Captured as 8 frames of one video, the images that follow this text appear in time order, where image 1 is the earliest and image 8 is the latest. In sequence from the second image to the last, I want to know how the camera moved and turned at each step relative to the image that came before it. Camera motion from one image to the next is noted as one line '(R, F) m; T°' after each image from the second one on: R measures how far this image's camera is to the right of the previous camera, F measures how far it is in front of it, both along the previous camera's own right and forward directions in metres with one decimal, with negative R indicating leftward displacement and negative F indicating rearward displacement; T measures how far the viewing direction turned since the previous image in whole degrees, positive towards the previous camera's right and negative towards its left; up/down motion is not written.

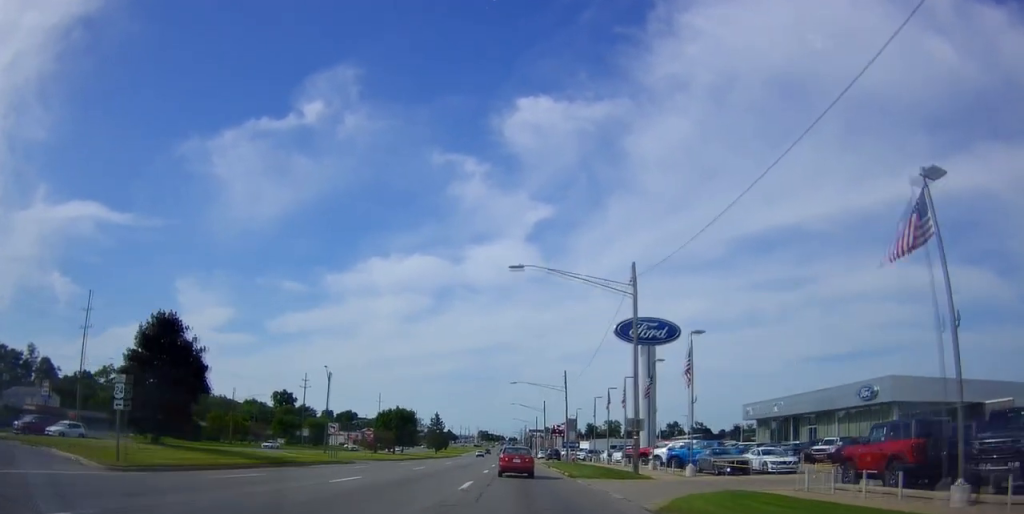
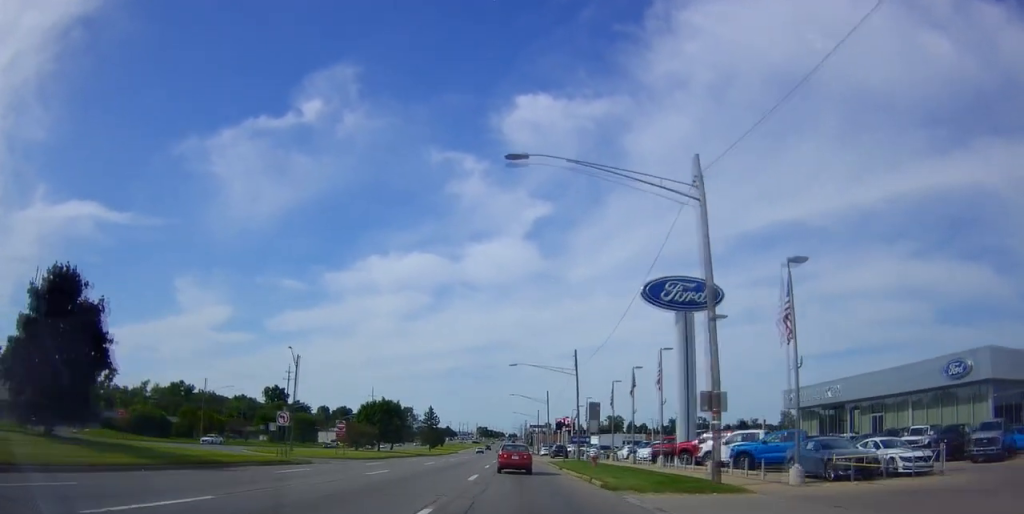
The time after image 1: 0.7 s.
(+0.1, +11.3) m; -2°
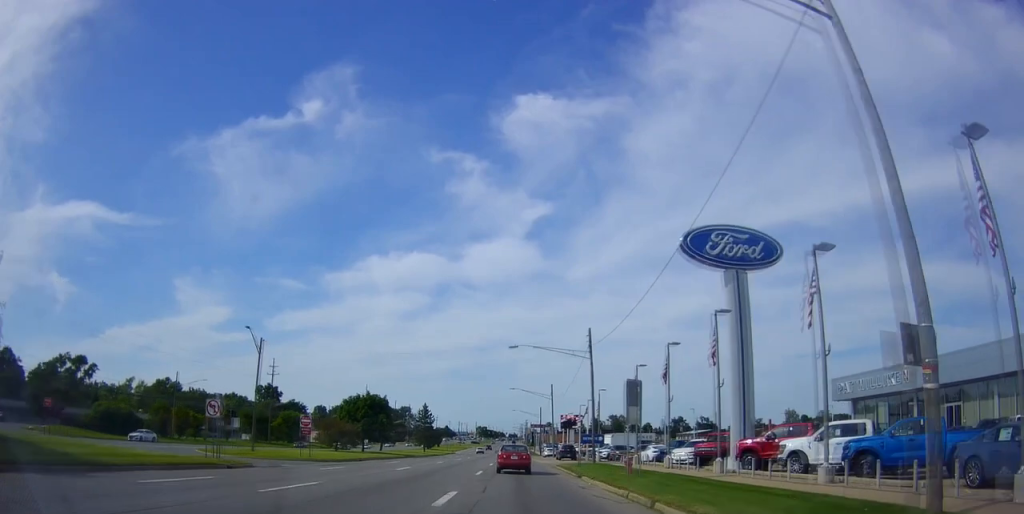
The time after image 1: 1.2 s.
(-0.4, +9.8) m; 0°
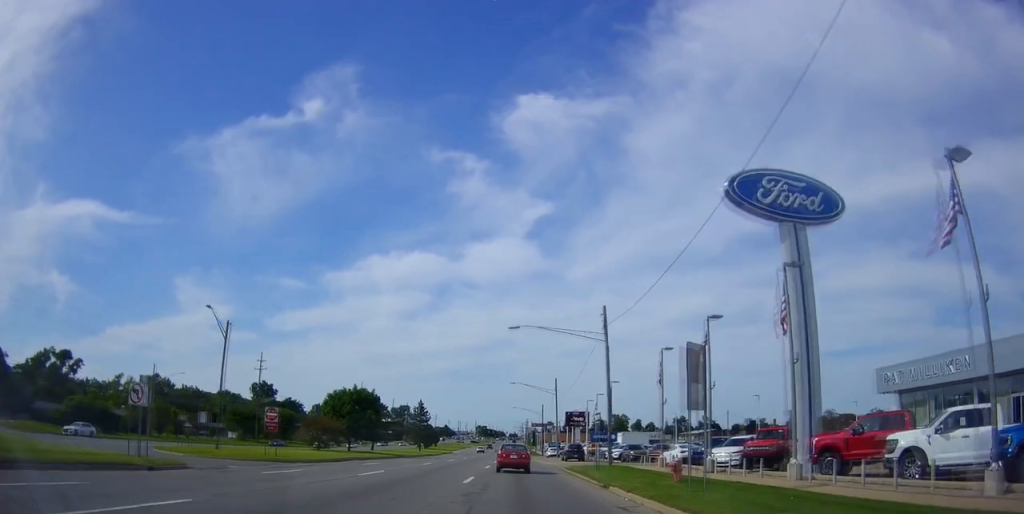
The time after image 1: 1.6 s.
(-0.3, +7.0) m; 0°
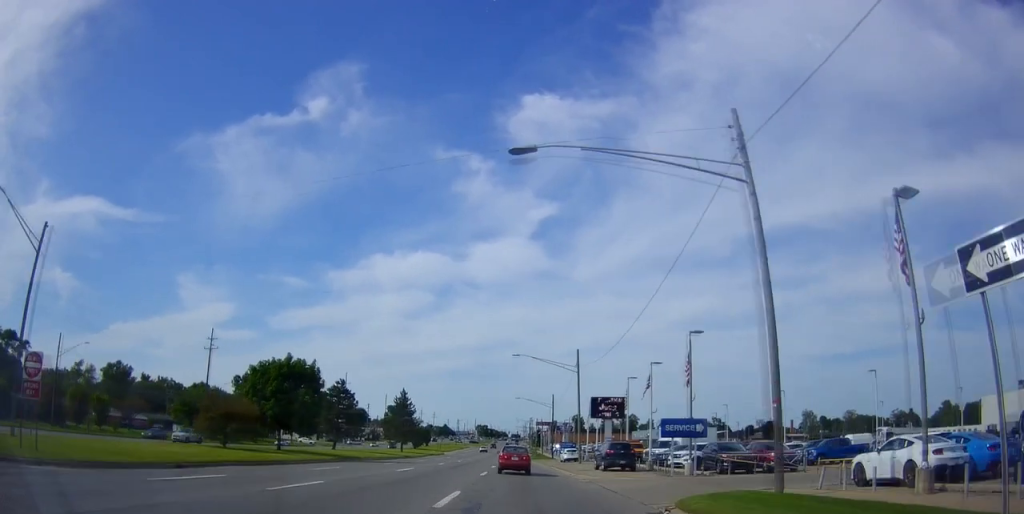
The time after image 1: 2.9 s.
(+0.8, +22.6) m; +1°
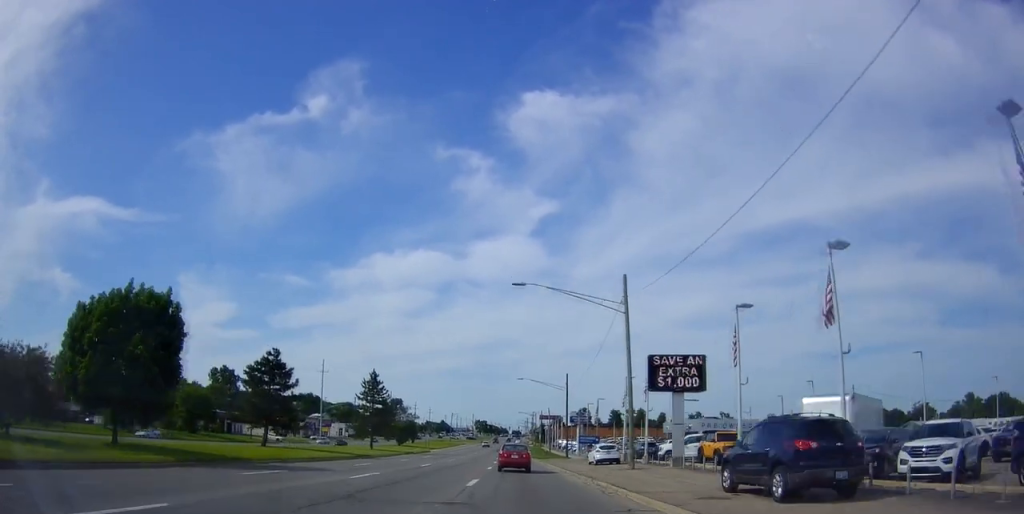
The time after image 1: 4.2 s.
(-0.2, +23.3) m; +1°
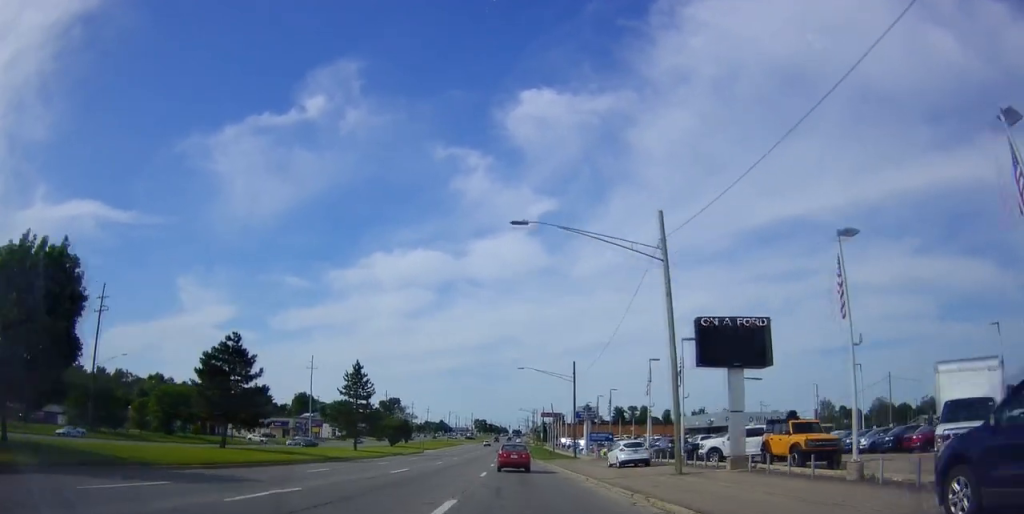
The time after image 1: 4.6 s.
(+0.1, +8.7) m; +1°
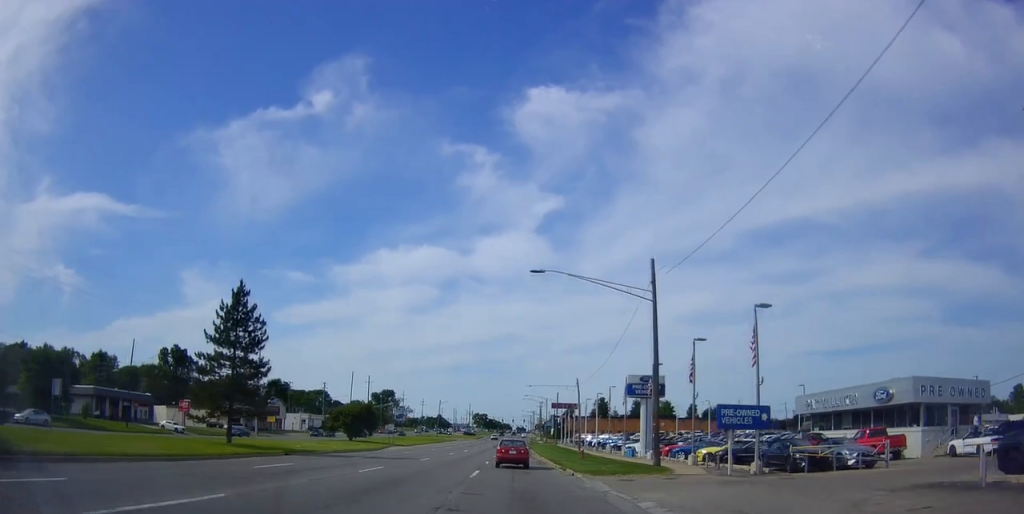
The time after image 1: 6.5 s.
(-1.1, +34.8) m; -2°
